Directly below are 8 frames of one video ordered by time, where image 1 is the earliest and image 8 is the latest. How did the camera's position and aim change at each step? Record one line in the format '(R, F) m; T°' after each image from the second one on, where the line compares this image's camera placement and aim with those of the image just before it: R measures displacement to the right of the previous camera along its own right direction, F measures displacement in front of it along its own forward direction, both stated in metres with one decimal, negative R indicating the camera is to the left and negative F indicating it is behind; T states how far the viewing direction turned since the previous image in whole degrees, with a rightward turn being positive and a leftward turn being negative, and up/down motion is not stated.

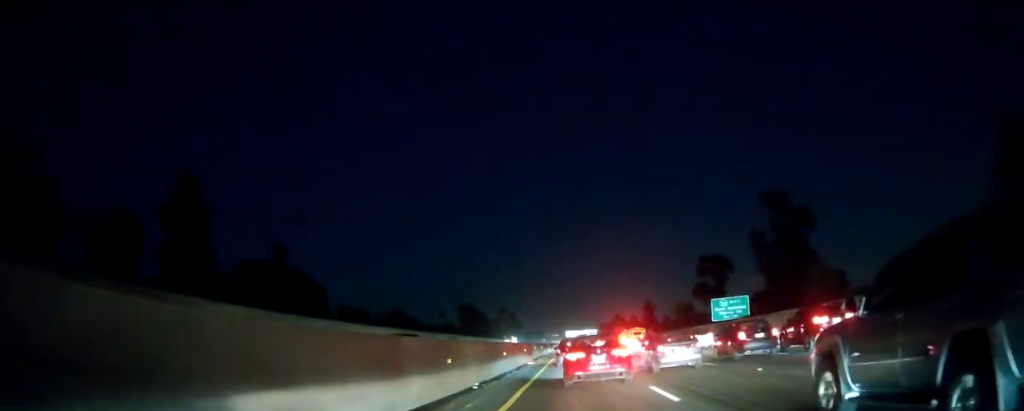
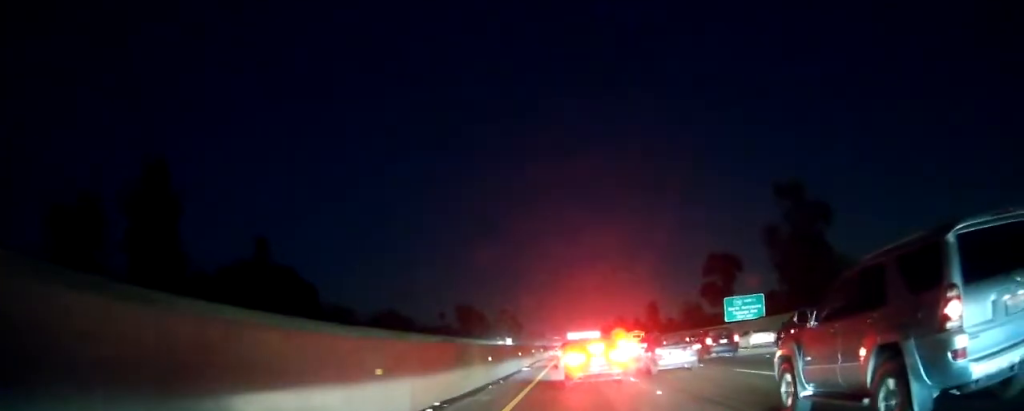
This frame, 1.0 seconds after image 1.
(-0.1, +6.3) m; -1°
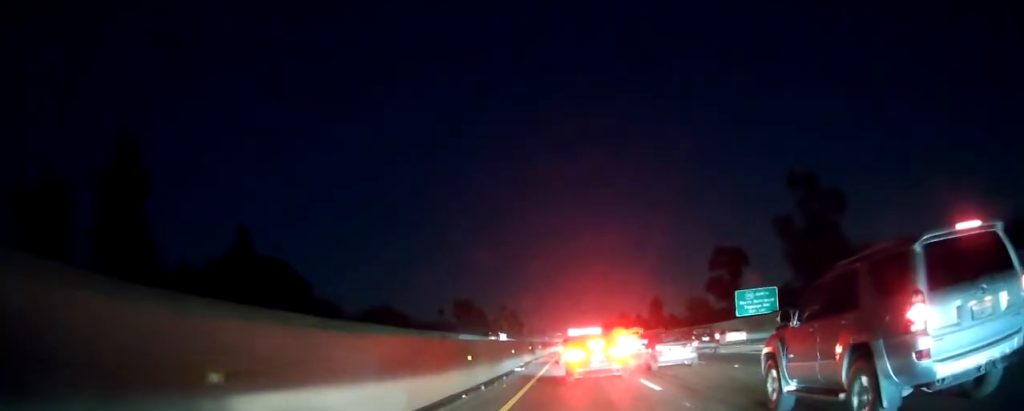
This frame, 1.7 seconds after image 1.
(0.0, +4.7) m; 0°
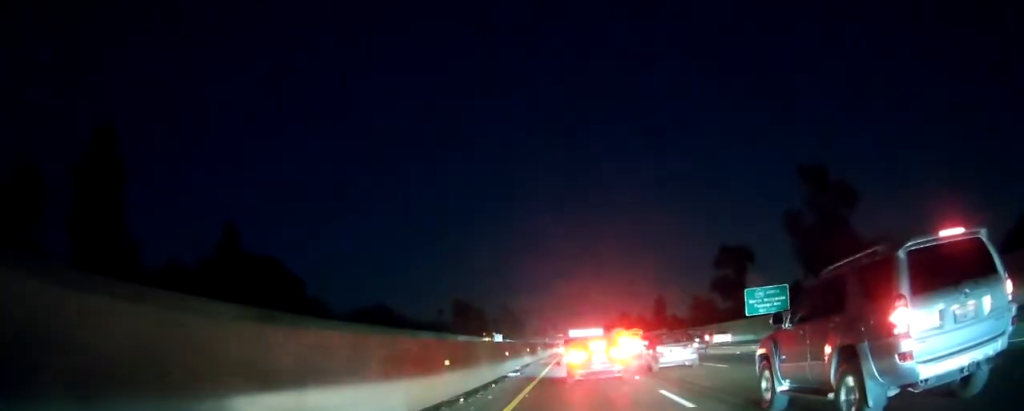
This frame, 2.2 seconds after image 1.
(0.0, +3.7) m; 0°
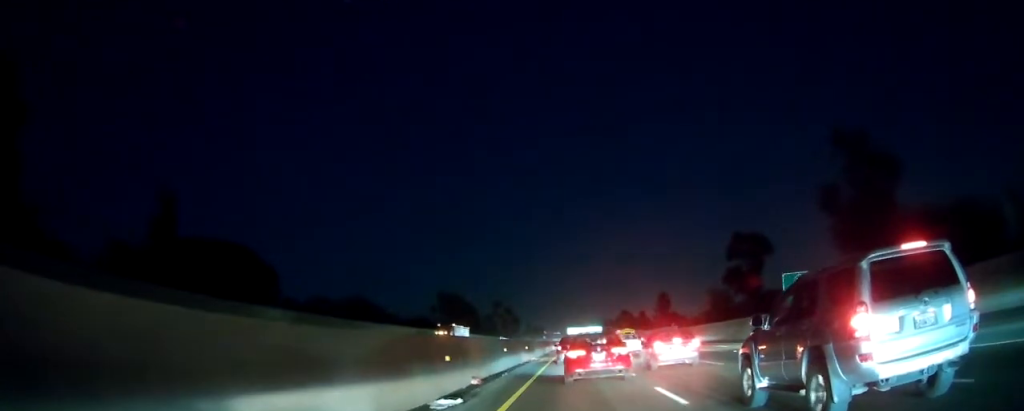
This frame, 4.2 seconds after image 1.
(+0.3, +14.5) m; +1°
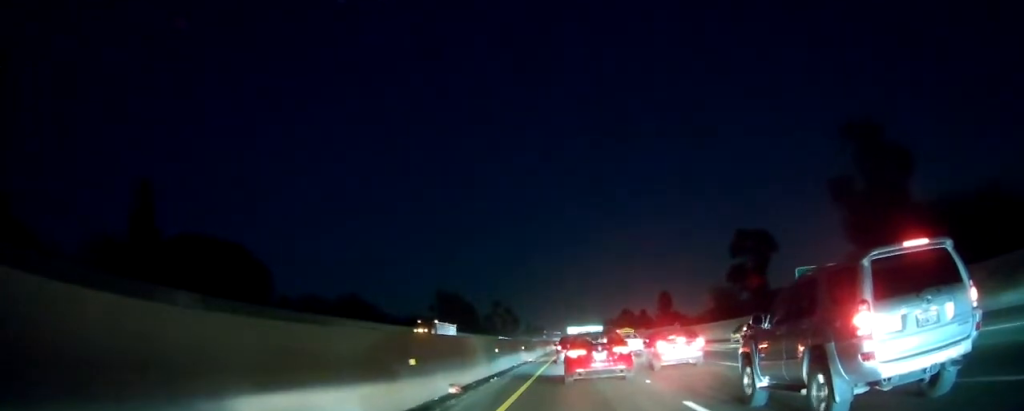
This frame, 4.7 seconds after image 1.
(-0.1, +3.7) m; 0°
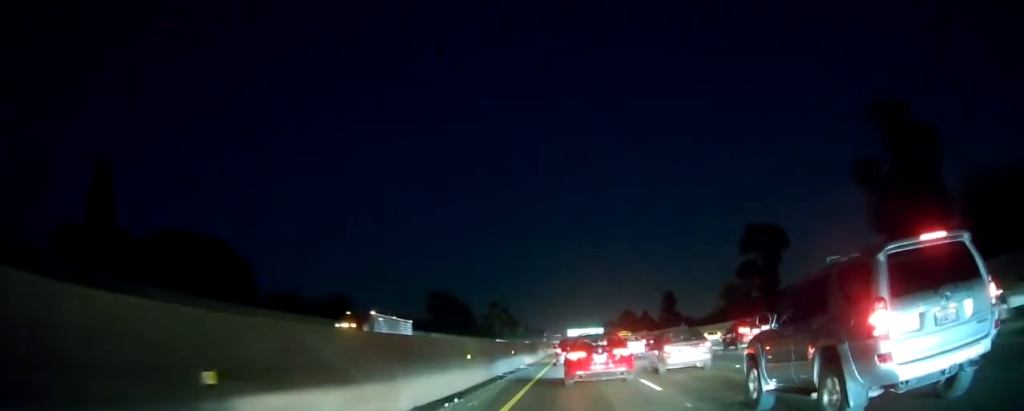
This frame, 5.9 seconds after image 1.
(0.0, +8.1) m; +1°
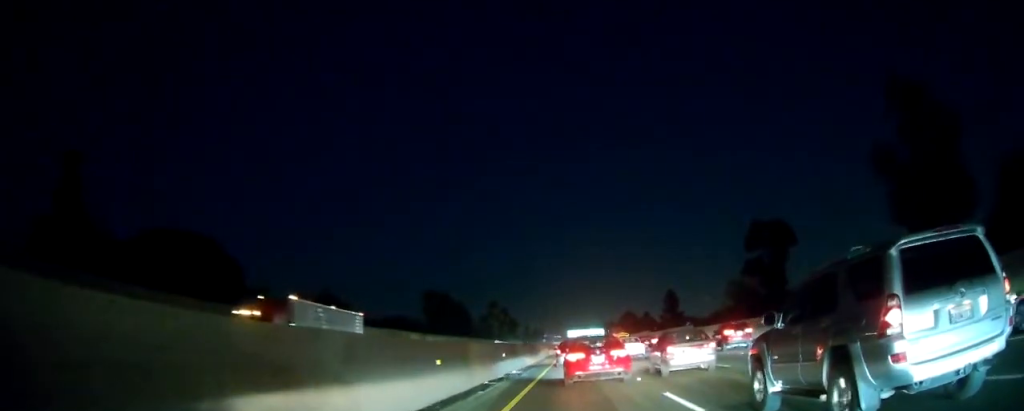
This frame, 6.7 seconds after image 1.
(+0.1, +4.8) m; 0°
